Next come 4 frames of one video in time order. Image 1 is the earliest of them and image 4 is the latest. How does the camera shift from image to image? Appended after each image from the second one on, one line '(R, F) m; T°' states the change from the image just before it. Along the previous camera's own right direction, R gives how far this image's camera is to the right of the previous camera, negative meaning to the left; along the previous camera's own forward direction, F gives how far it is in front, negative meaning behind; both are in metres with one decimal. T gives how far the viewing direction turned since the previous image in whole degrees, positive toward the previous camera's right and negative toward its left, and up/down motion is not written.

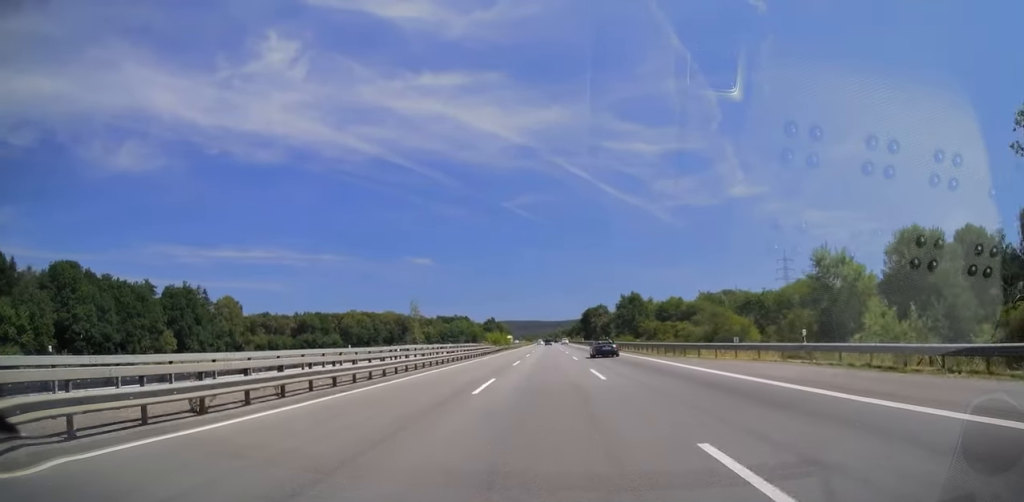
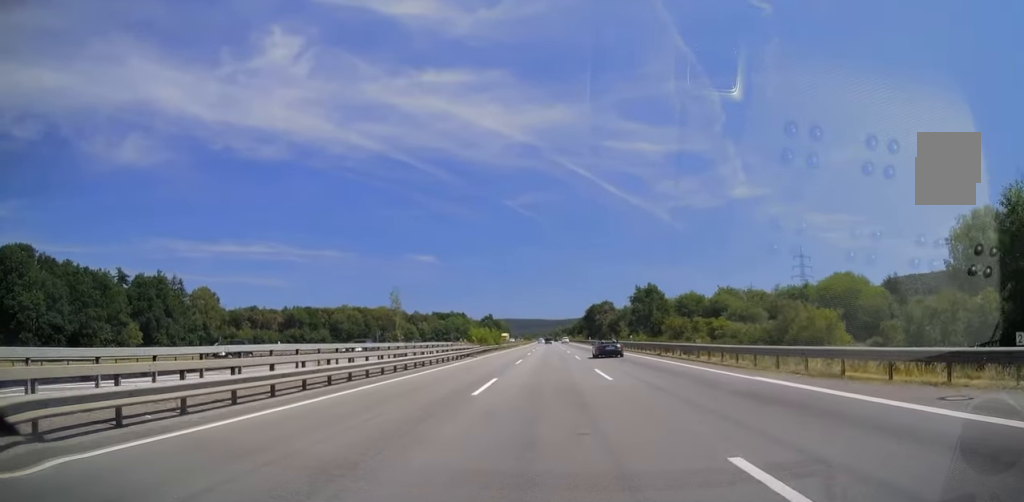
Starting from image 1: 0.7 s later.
(-0.3, +18.9) m; -1°
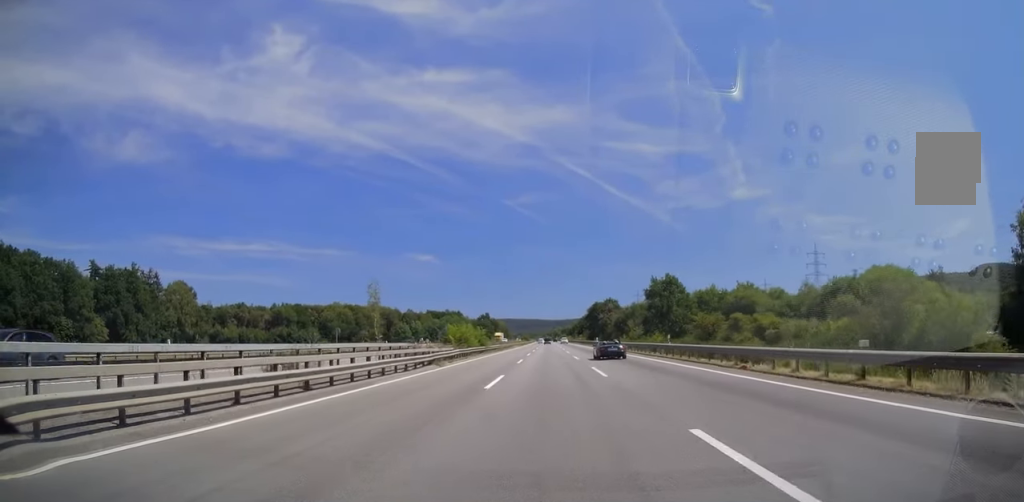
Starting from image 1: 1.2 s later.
(-0.1, +16.0) m; 0°
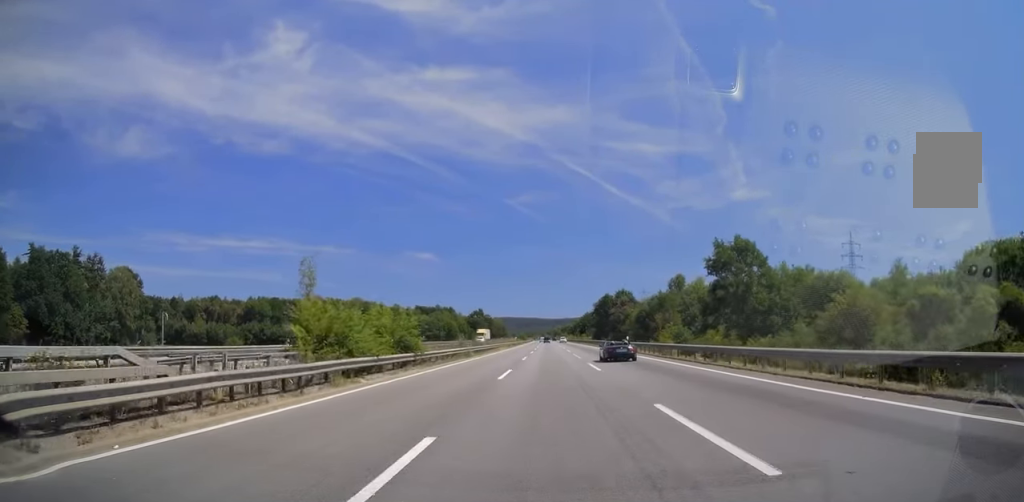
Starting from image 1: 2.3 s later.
(+0.2, +32.6) m; +1°
